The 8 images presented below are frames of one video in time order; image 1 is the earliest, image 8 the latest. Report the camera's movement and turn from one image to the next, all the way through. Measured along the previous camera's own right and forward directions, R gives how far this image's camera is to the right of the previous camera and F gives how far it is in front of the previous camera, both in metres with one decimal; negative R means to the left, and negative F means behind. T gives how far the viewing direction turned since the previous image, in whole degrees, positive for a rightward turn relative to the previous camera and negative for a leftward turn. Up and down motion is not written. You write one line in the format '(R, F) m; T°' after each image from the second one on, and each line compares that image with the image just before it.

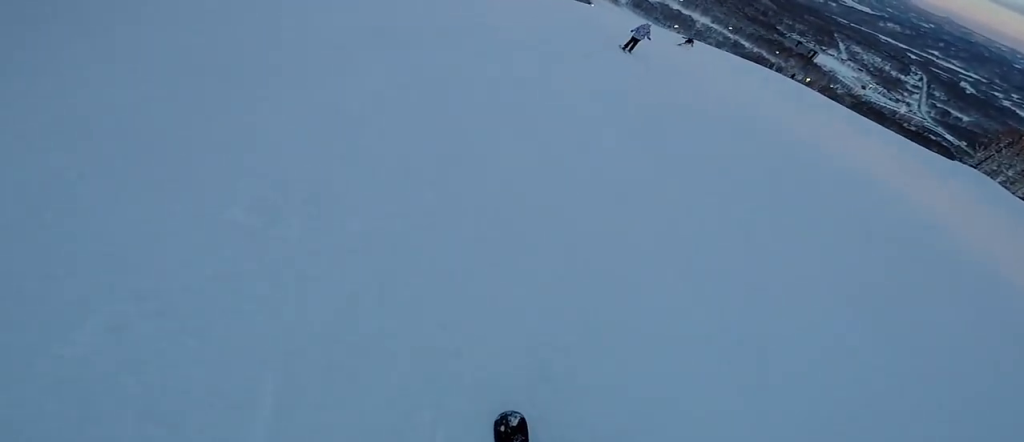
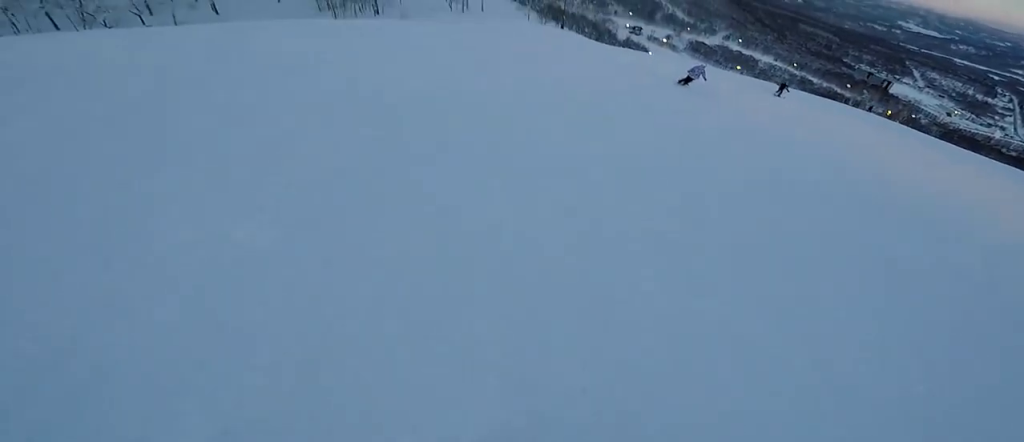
(-0.3, +2.4) m; -5°
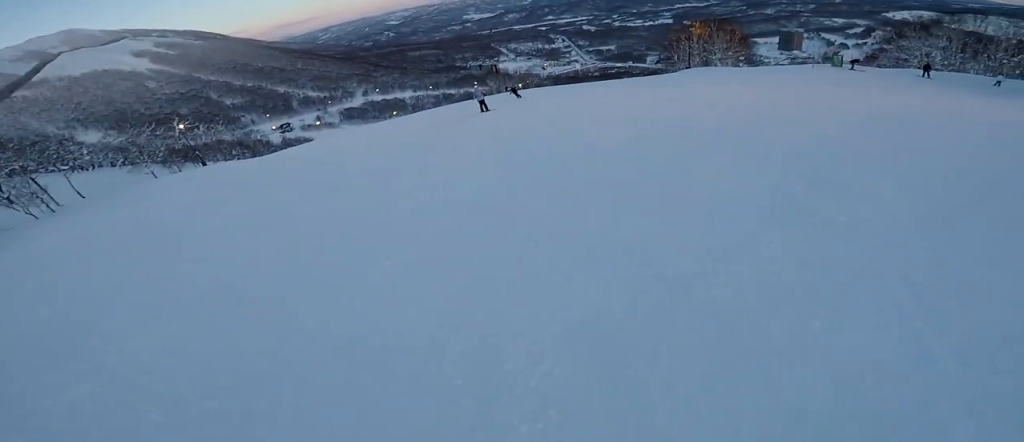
(+0.9, +6.6) m; +21°
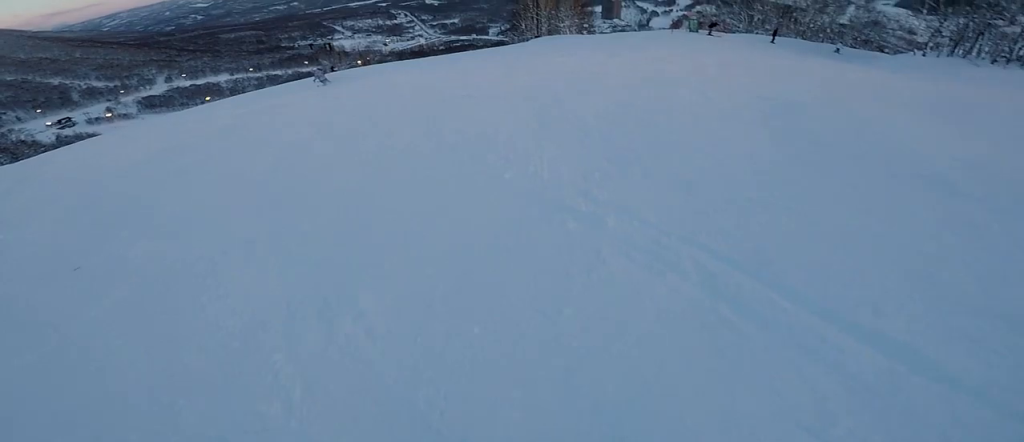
(+1.1, +5.5) m; +6°
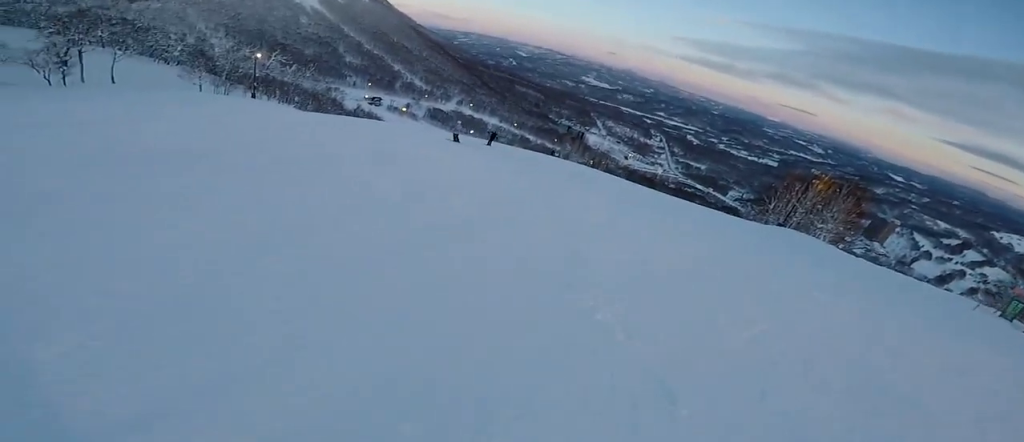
(-0.4, +5.0) m; -17°
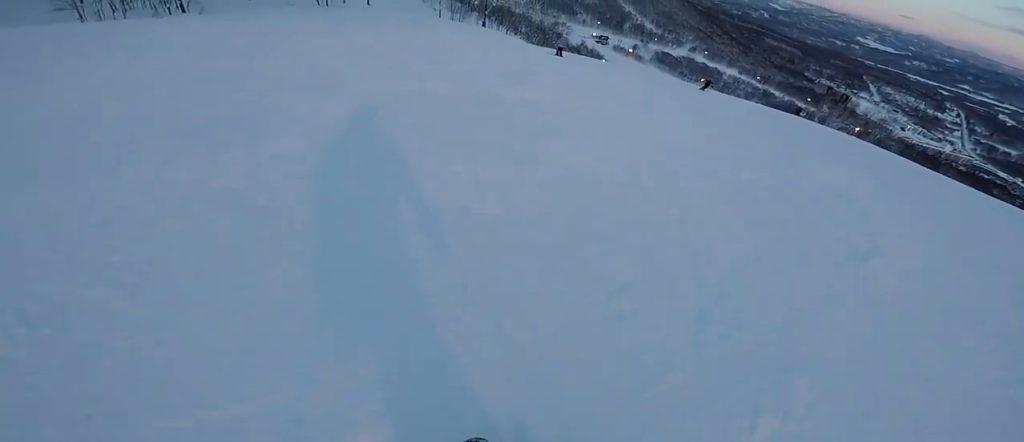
(-1.3, +6.1) m; -5°
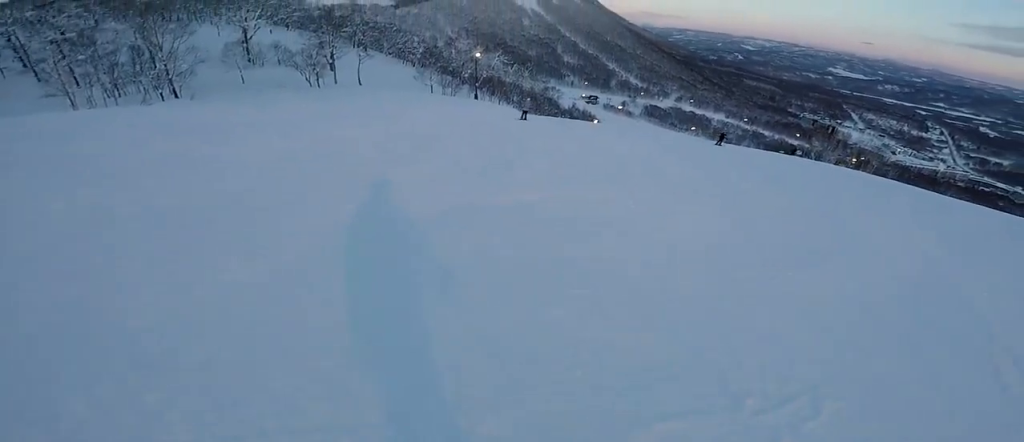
(-0.3, +2.1) m; +6°
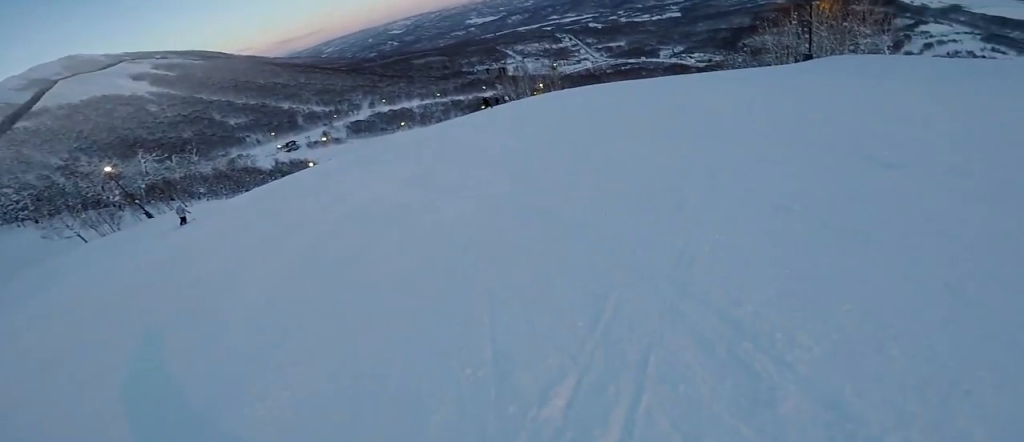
(+1.3, +5.0) m; +16°
